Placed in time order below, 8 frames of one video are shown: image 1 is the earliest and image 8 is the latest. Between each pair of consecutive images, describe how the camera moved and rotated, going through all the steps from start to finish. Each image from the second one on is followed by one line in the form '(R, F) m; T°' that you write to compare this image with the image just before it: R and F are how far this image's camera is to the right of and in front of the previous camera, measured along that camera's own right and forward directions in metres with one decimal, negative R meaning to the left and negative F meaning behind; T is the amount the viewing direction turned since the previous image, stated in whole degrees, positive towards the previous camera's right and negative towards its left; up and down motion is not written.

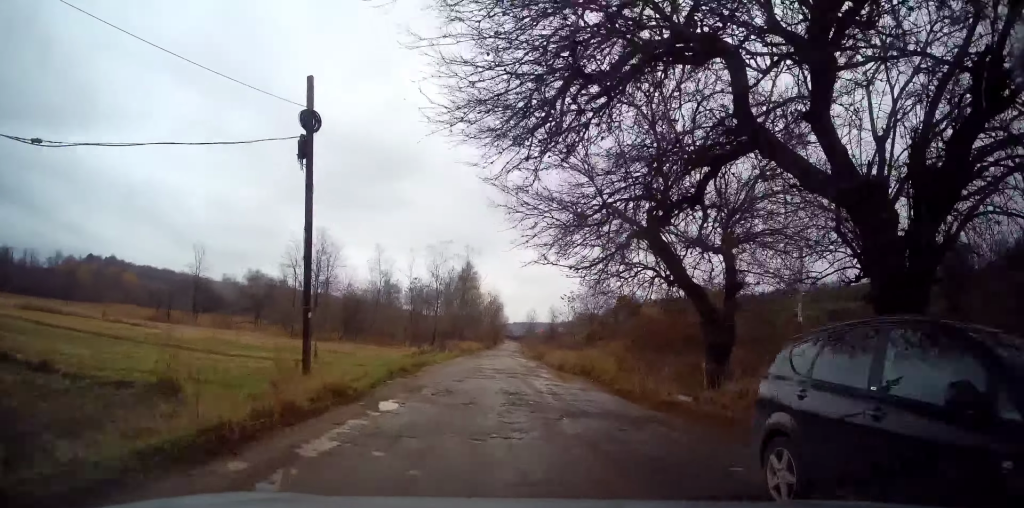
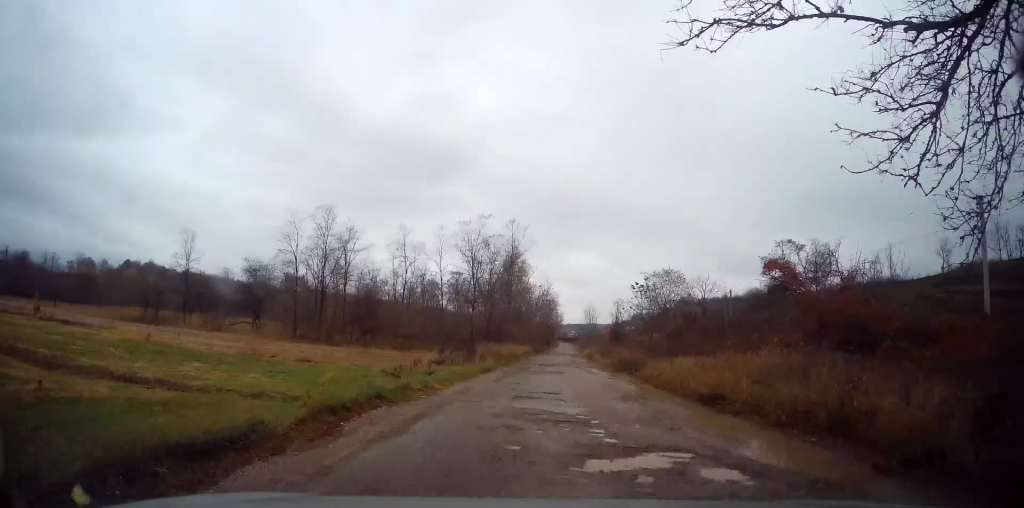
(-0.7, +17.0) m; -5°
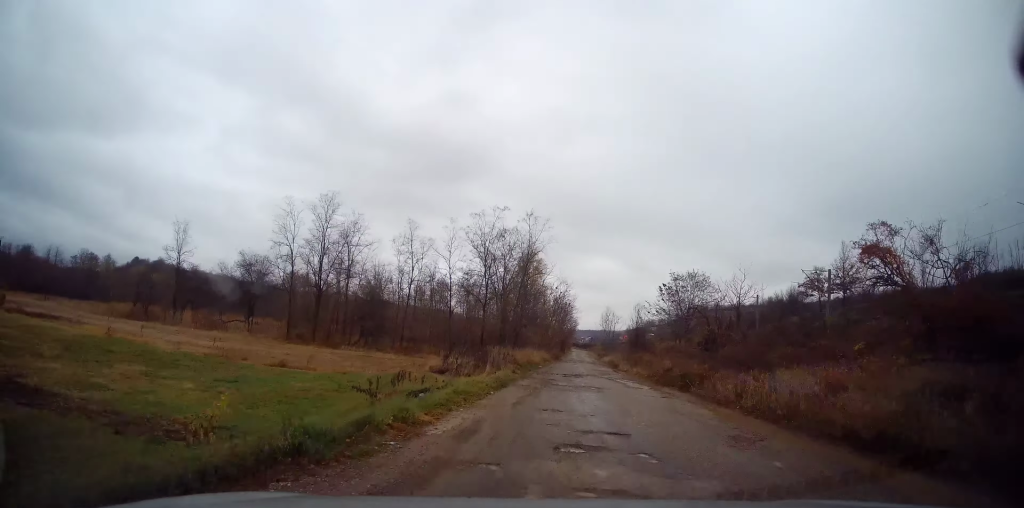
(0.0, +5.4) m; +2°
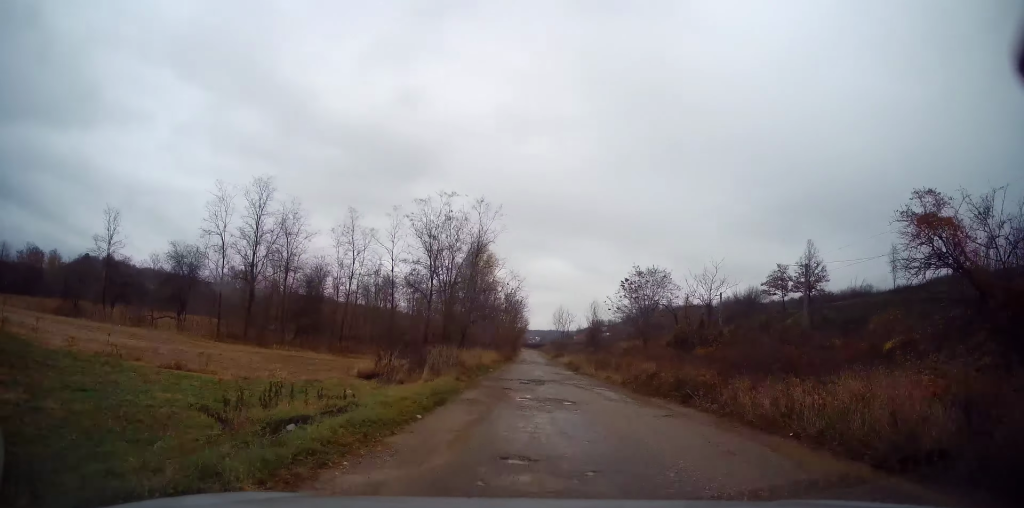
(+0.1, +4.5) m; +3°
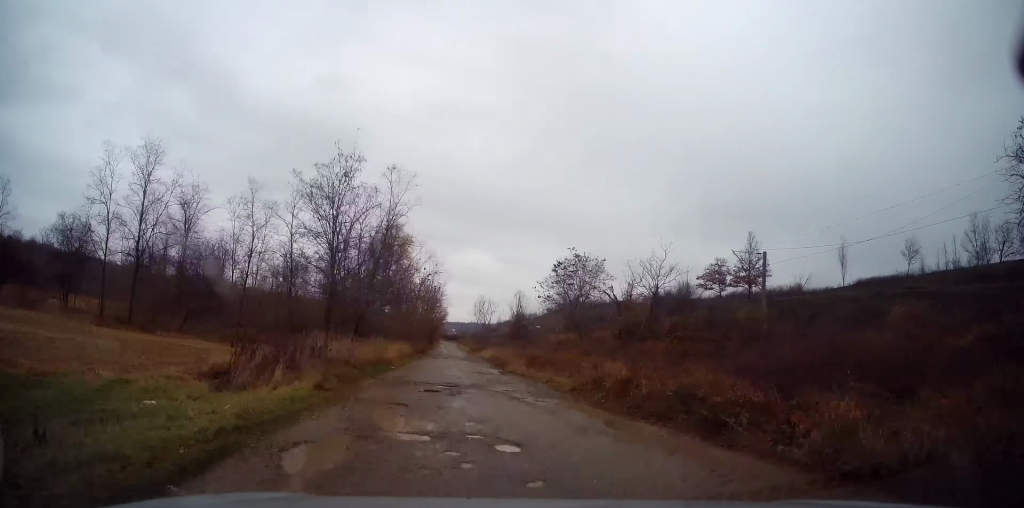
(+0.2, +5.9) m; +5°
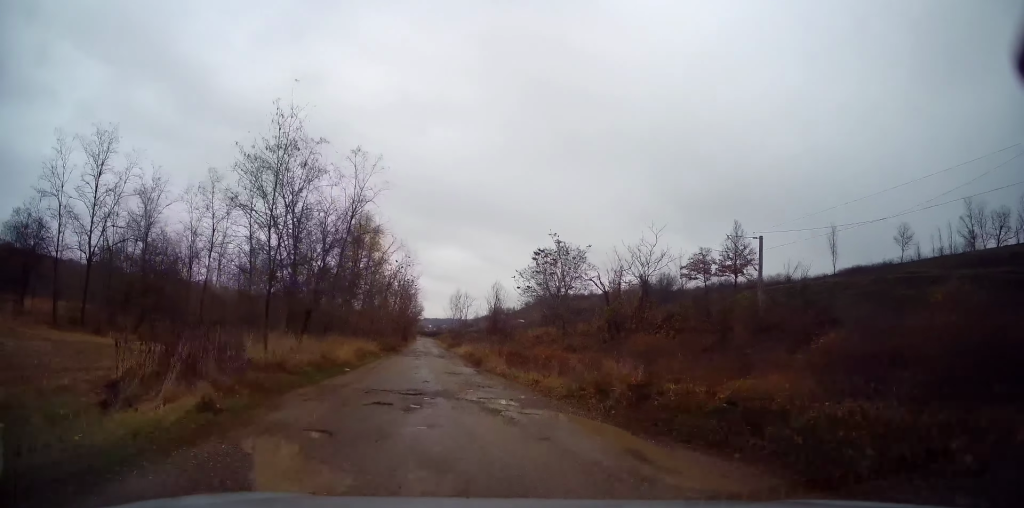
(+0.2, +3.0) m; +1°
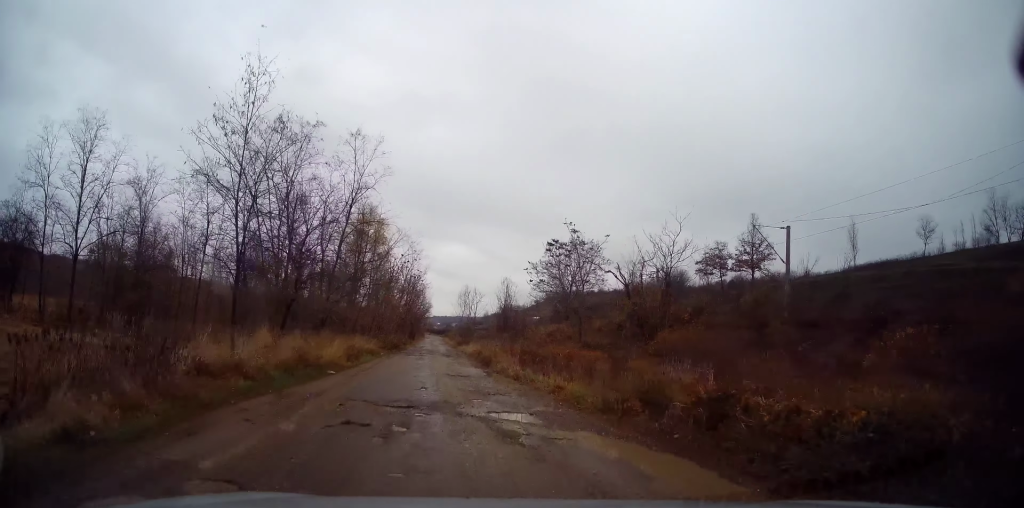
(+0.1, +2.8) m; +1°
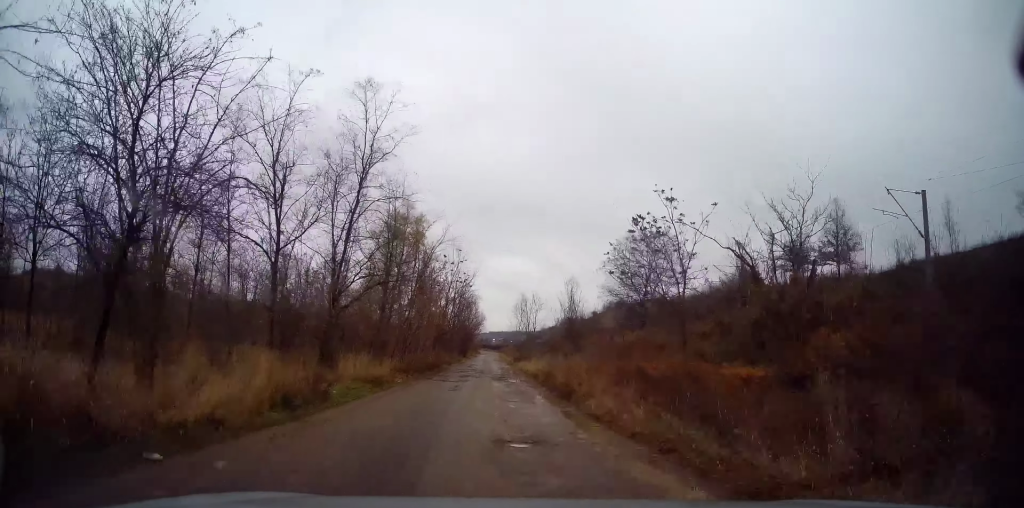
(-1.1, +11.0) m; -6°
